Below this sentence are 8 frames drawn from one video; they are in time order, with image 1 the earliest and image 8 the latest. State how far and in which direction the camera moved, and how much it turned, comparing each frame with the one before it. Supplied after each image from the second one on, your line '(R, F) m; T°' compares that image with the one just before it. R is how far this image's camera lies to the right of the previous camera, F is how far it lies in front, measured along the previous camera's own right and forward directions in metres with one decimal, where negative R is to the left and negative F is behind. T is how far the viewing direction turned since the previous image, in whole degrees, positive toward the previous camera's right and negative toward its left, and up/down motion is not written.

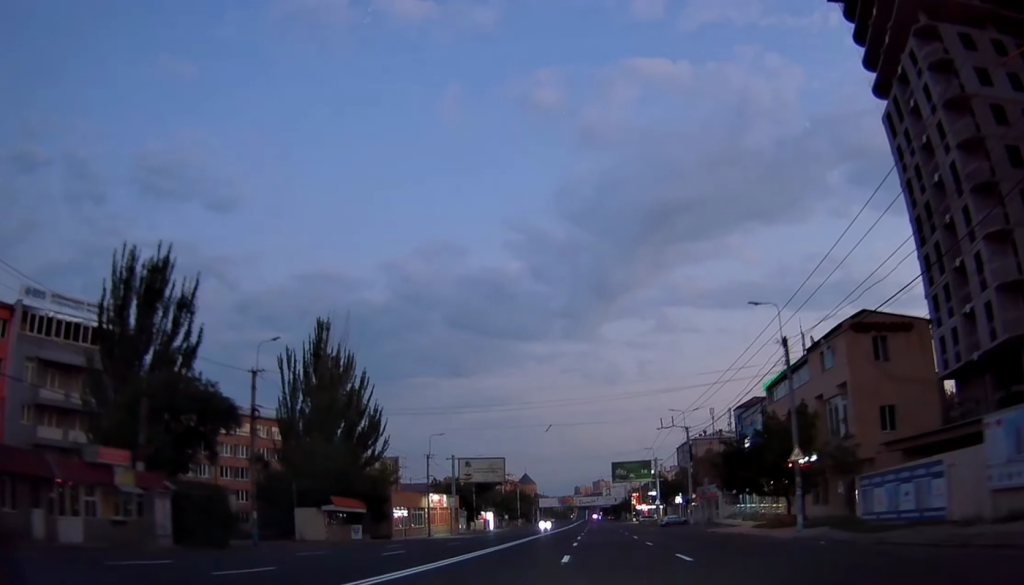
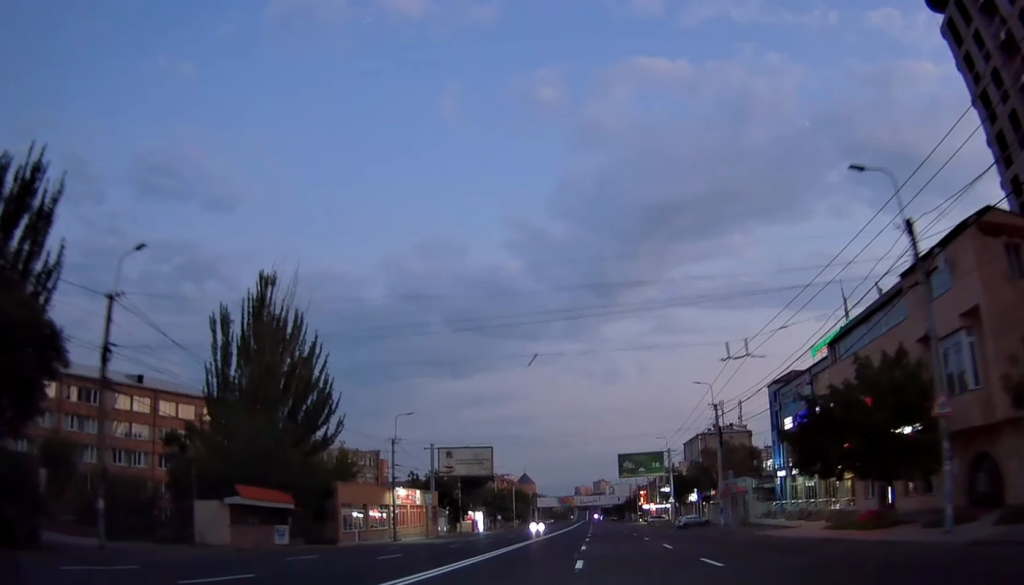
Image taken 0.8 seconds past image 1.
(-0.3, +14.1) m; -1°
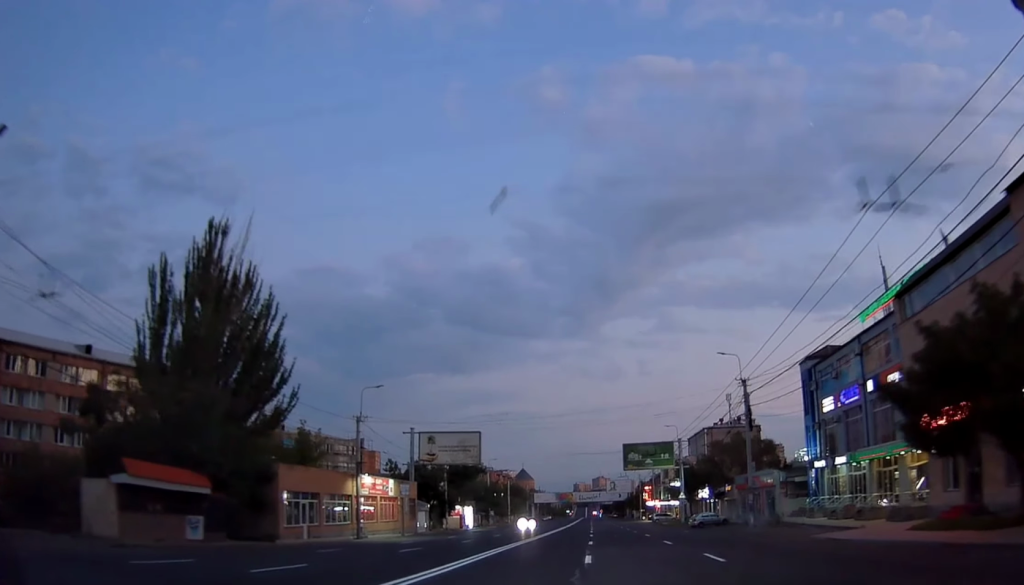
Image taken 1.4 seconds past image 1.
(-0.2, +9.8) m; 0°
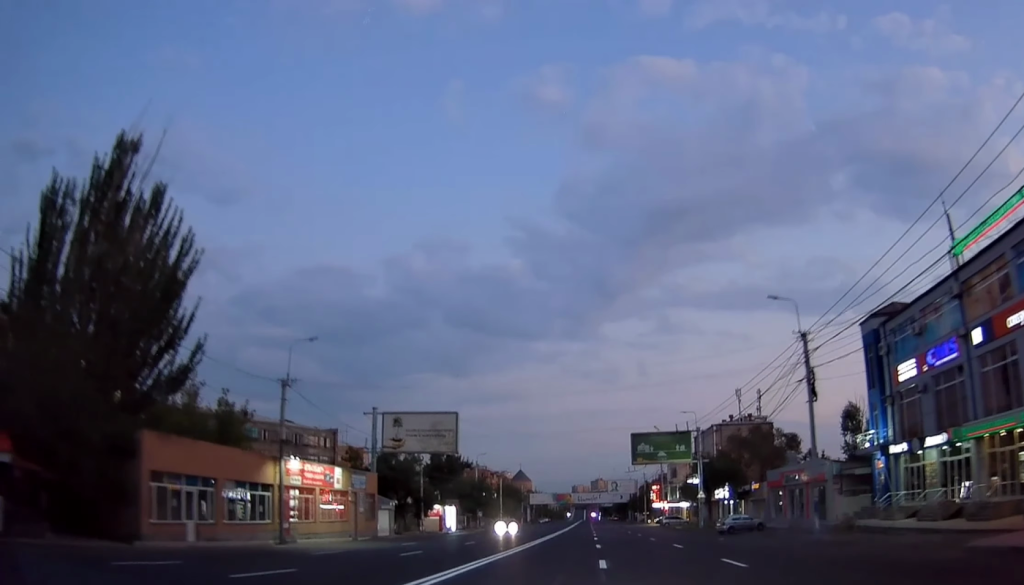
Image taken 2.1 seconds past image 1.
(+0.3, +13.3) m; +2°
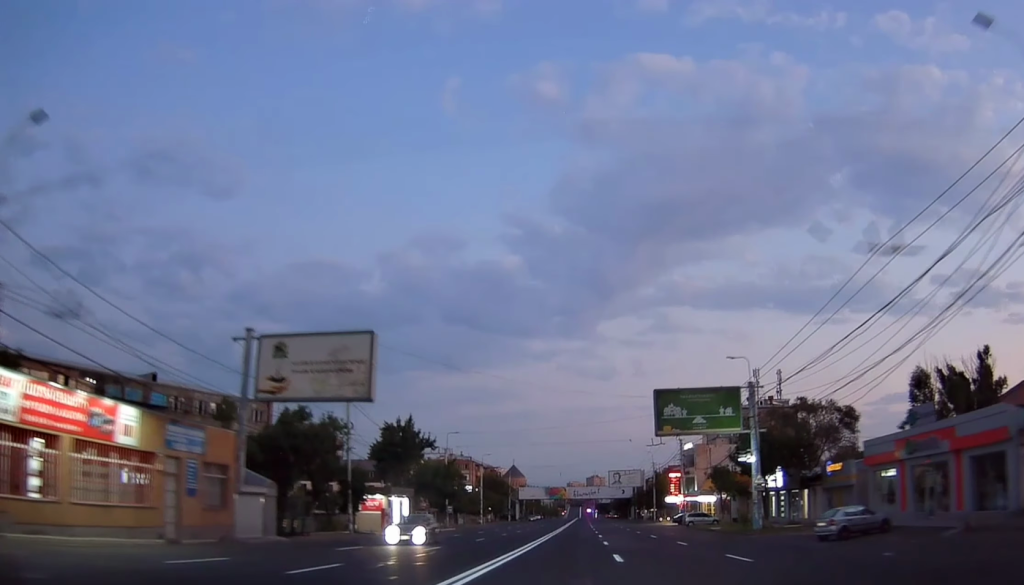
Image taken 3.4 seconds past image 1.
(+0.3, +23.9) m; +1°
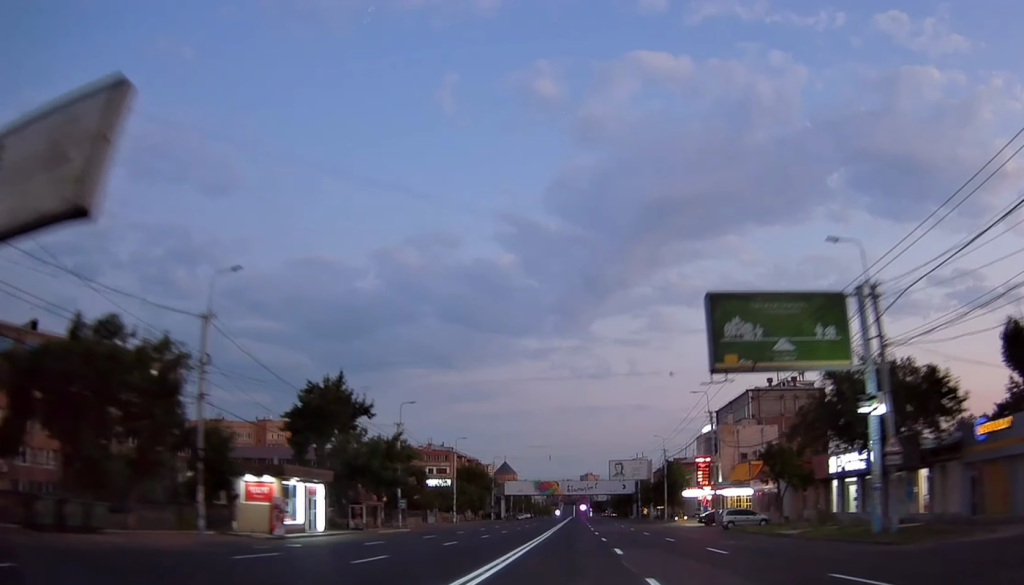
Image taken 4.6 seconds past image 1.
(-0.1, +21.0) m; 0°
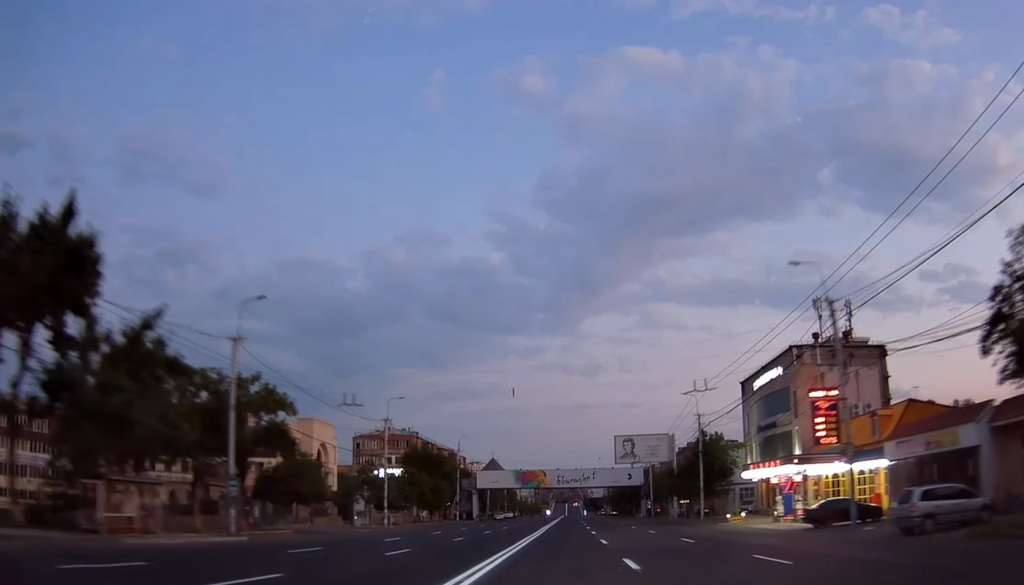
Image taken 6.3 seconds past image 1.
(+0.7, +31.6) m; +1°
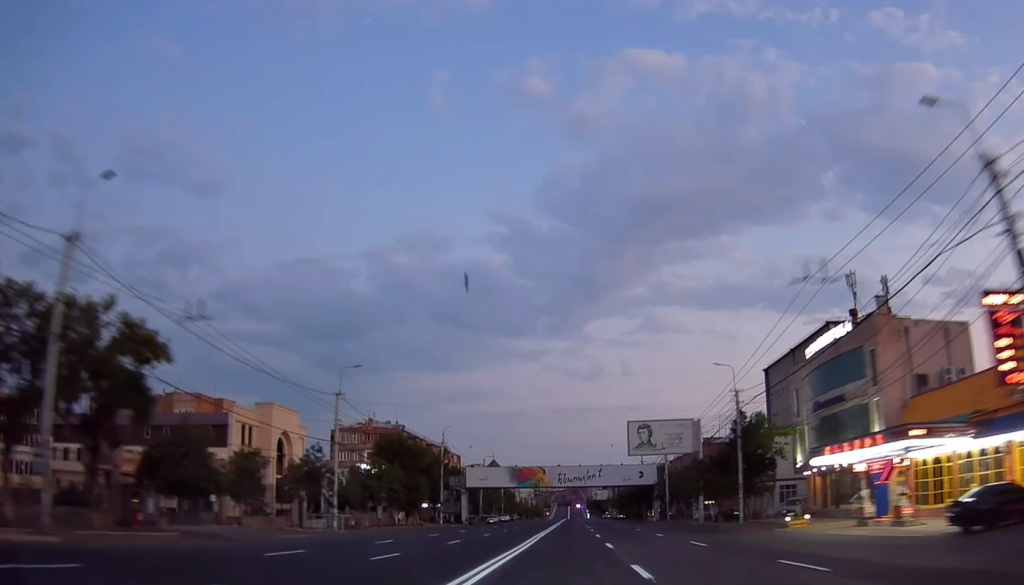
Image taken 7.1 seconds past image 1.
(-0.5, +14.4) m; -1°
